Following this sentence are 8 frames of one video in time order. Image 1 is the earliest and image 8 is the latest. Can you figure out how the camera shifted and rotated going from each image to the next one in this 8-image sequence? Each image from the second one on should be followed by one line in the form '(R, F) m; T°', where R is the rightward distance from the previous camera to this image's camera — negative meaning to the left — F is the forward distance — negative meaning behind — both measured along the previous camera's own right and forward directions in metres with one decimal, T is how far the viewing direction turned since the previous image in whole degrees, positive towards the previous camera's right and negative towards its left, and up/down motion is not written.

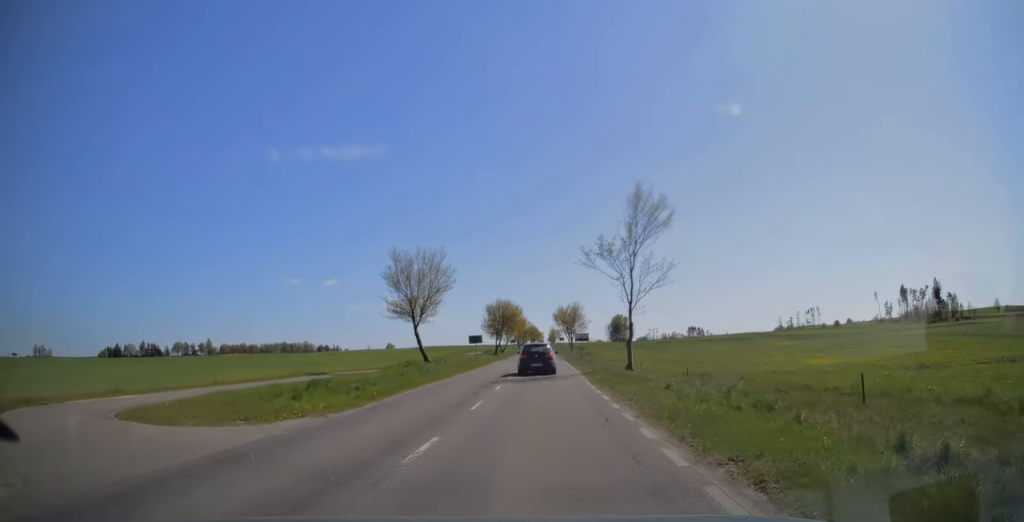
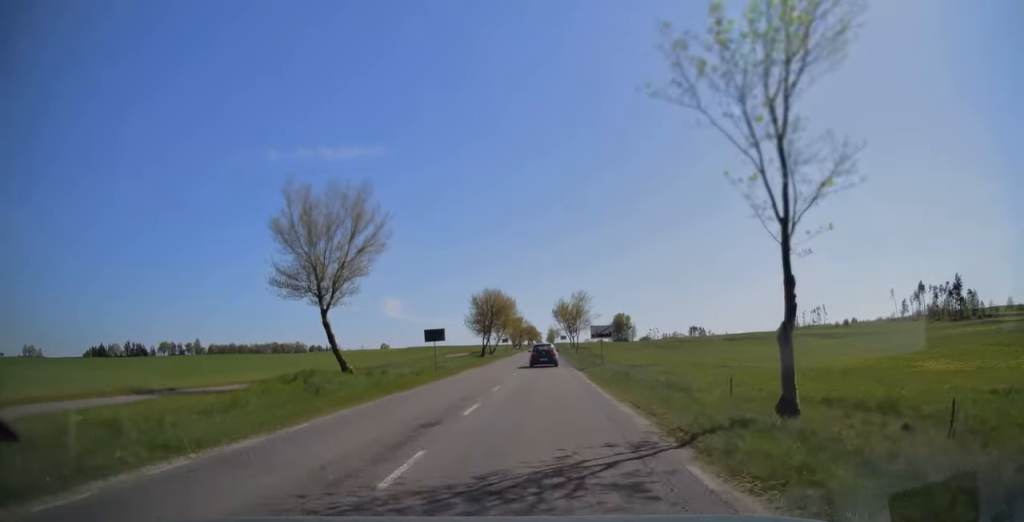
(0.0, +19.7) m; 0°
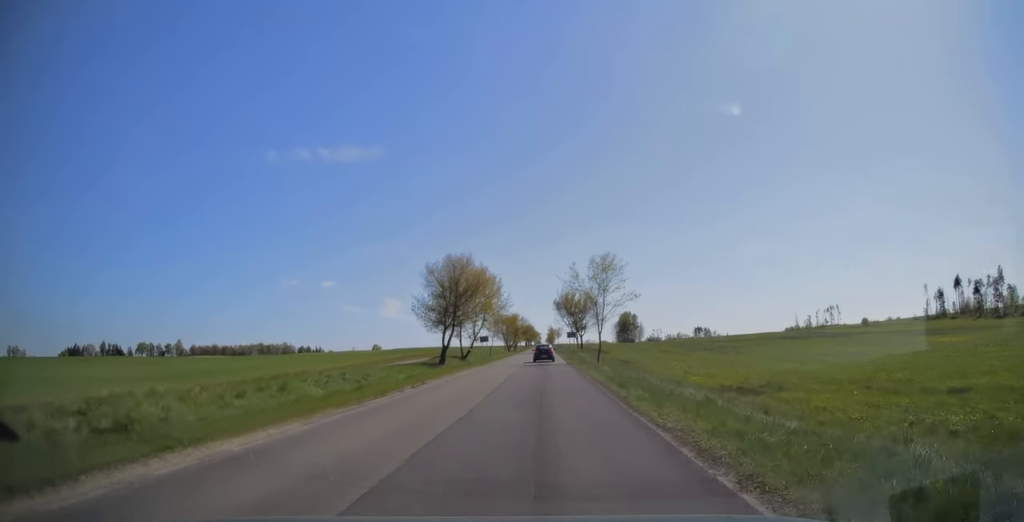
(0.0, +33.1) m; 0°
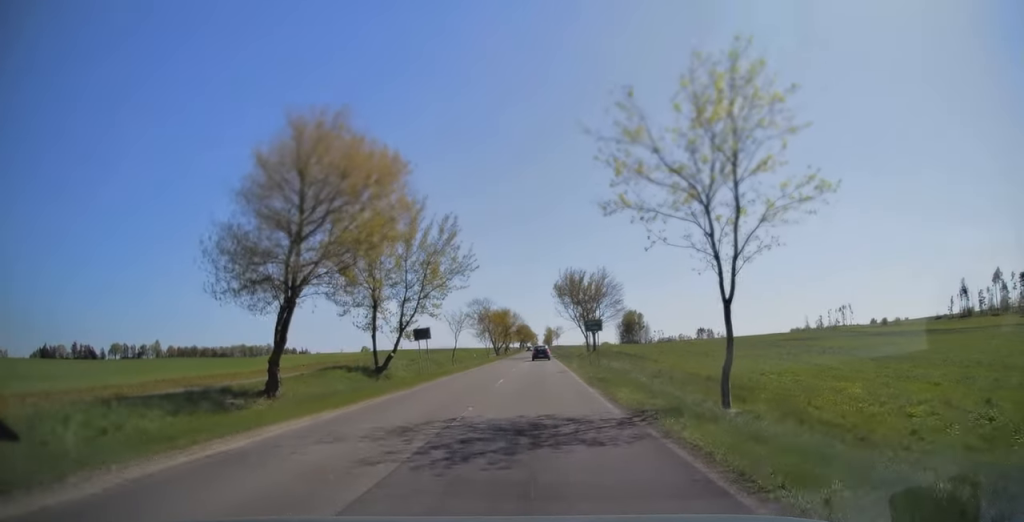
(0.0, +32.5) m; 0°
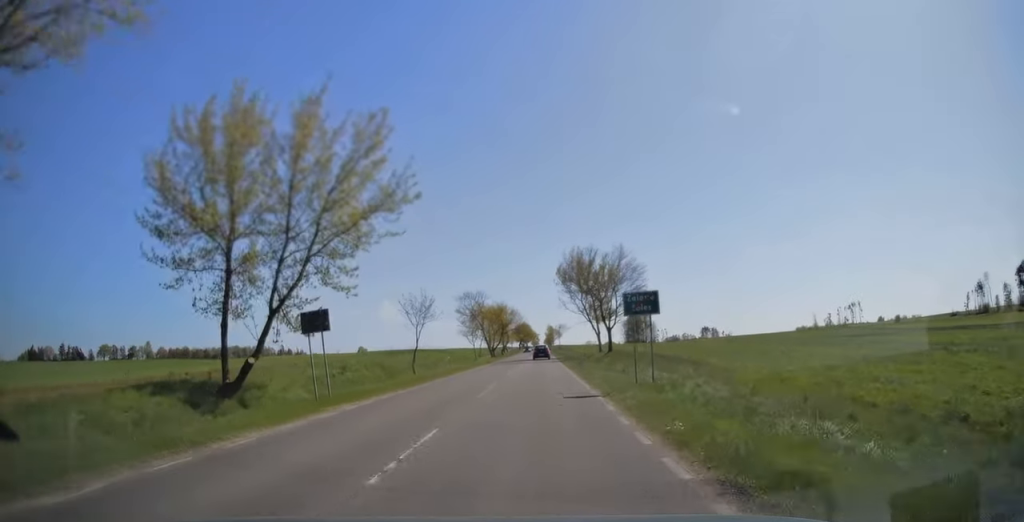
(0.0, +16.4) m; 0°
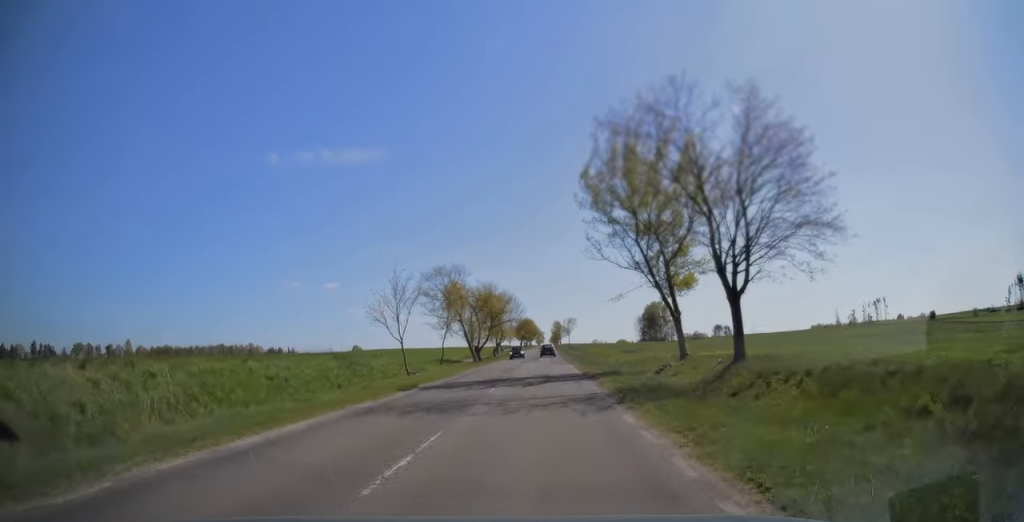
(-0.2, +36.9) m; 0°
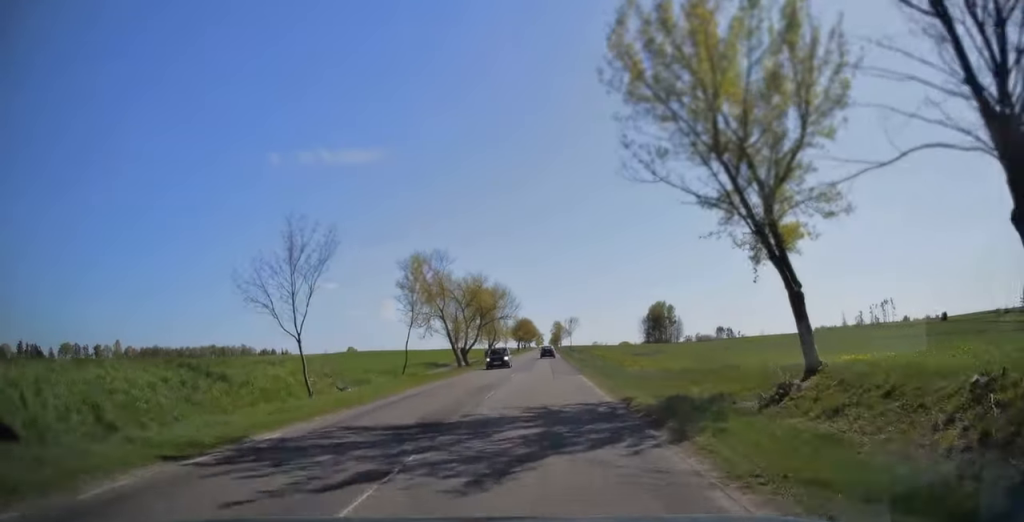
(0.0, +13.9) m; 0°
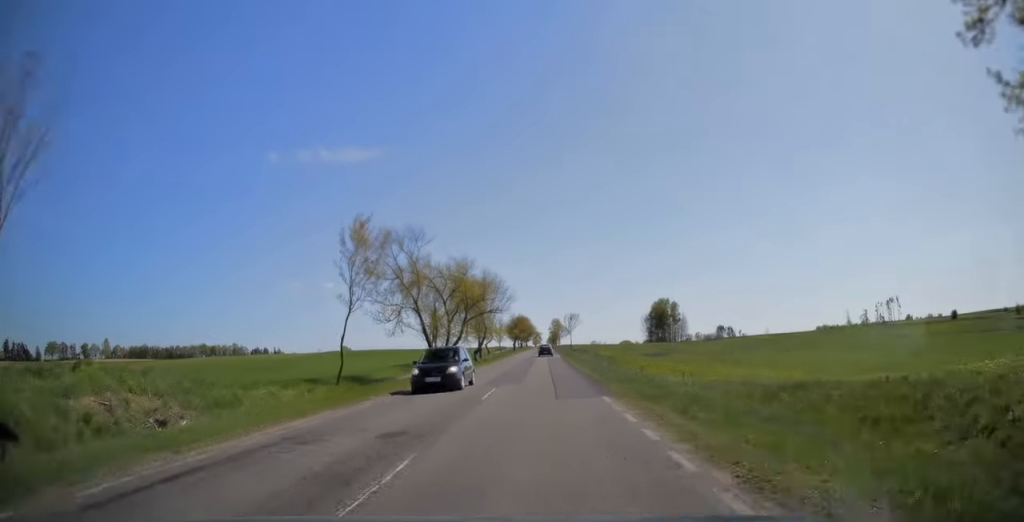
(0.0, +12.4) m; 0°
